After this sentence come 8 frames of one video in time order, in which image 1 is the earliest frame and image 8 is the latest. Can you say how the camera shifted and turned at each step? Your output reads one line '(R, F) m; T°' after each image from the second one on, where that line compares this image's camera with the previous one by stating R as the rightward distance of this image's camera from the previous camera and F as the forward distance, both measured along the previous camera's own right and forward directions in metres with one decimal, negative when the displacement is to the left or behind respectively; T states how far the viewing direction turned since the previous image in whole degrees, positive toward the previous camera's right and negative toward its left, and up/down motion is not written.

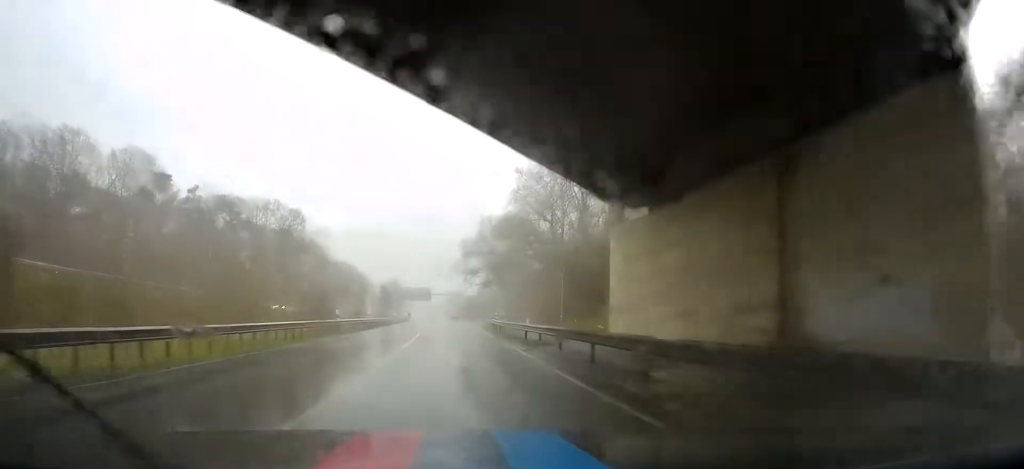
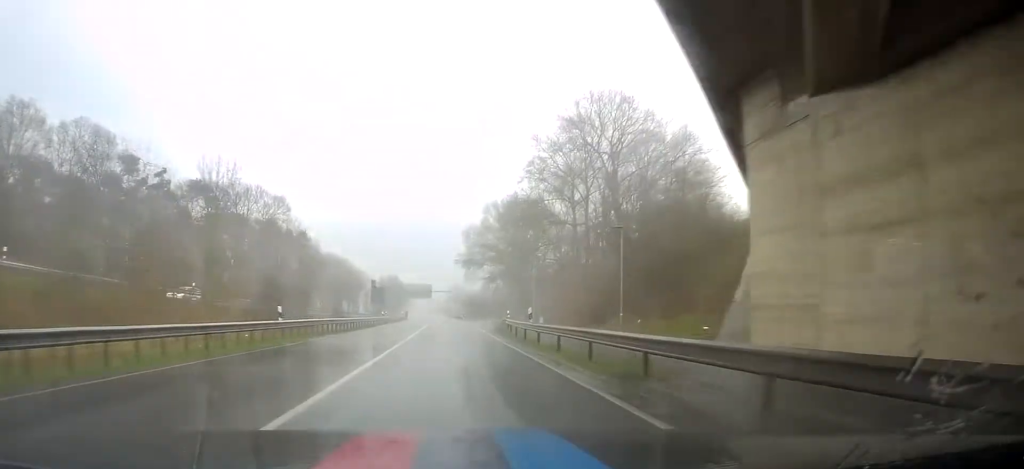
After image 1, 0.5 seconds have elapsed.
(0.0, +11.4) m; 0°
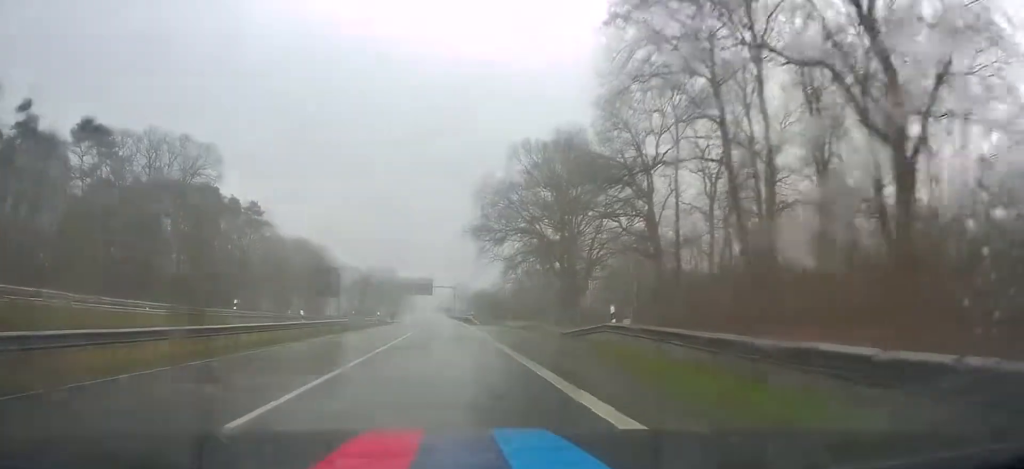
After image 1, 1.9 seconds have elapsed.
(0.0, +32.2) m; 0°
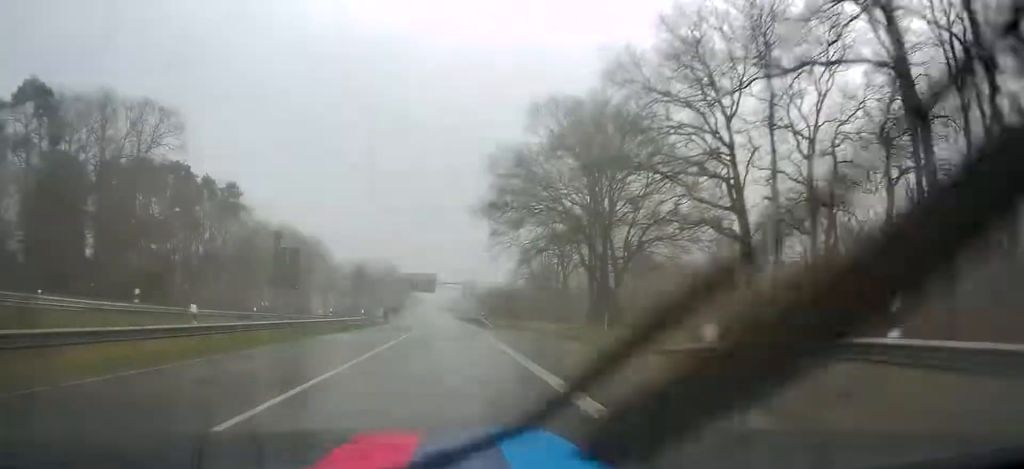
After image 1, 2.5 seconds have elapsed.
(0.0, +12.3) m; 0°
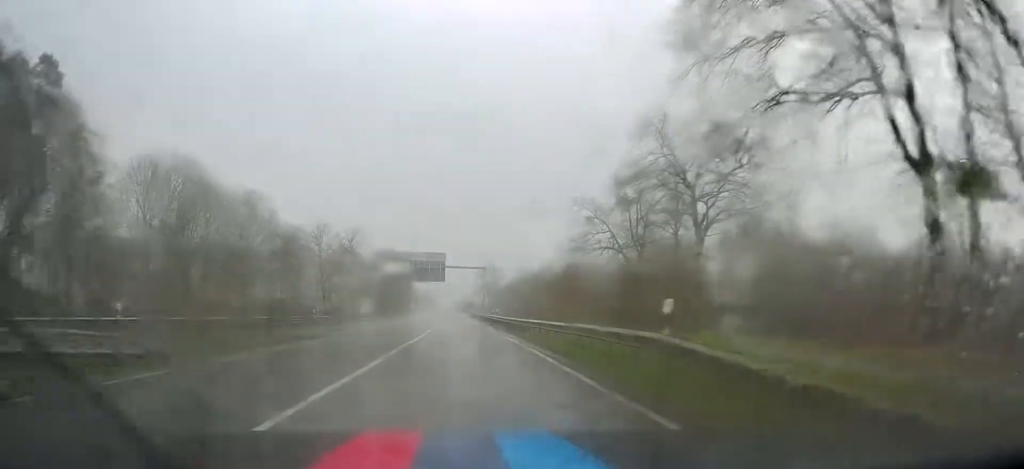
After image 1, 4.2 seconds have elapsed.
(-0.5, +44.7) m; -1°
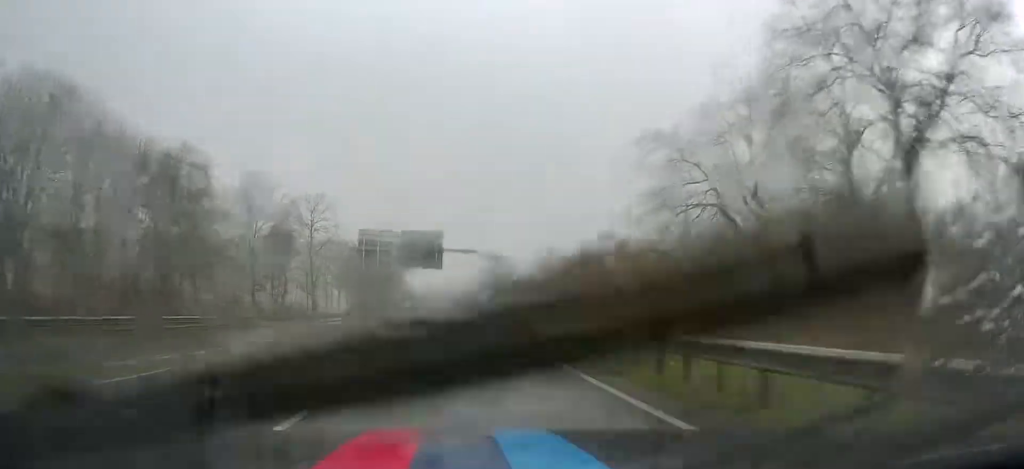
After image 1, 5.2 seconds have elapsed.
(0.0, +22.5) m; -1°
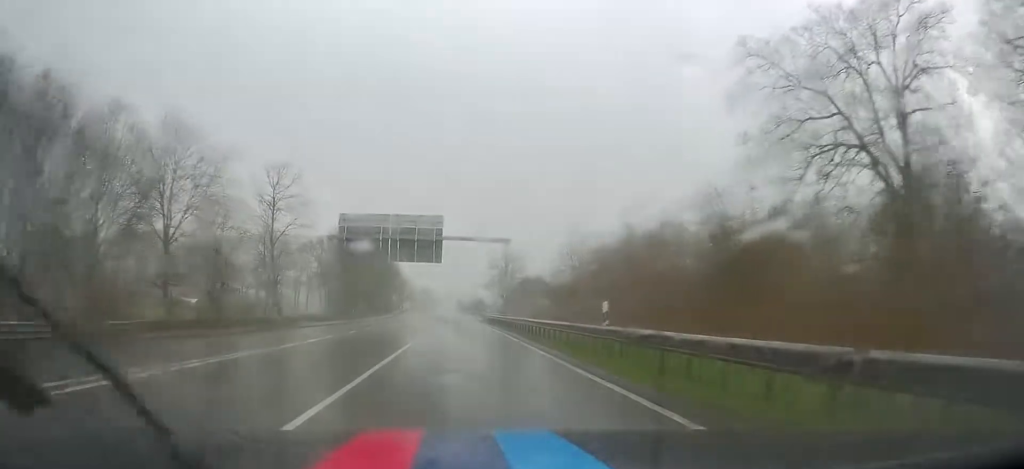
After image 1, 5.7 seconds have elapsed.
(-0.1, +13.3) m; 0°
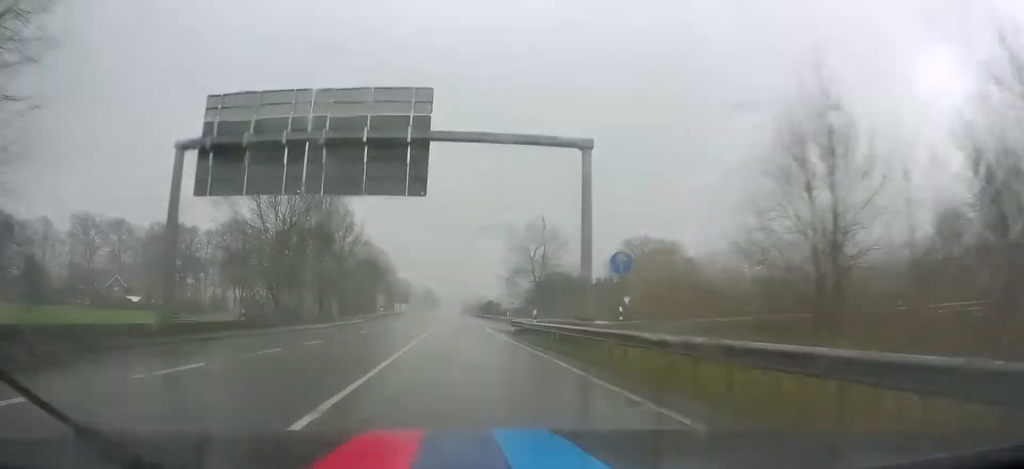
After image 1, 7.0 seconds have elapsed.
(-0.2, +32.0) m; -1°
